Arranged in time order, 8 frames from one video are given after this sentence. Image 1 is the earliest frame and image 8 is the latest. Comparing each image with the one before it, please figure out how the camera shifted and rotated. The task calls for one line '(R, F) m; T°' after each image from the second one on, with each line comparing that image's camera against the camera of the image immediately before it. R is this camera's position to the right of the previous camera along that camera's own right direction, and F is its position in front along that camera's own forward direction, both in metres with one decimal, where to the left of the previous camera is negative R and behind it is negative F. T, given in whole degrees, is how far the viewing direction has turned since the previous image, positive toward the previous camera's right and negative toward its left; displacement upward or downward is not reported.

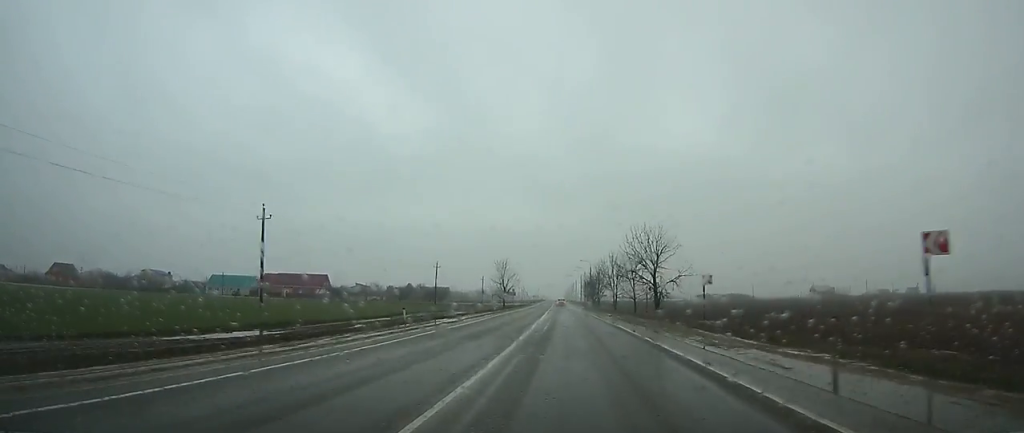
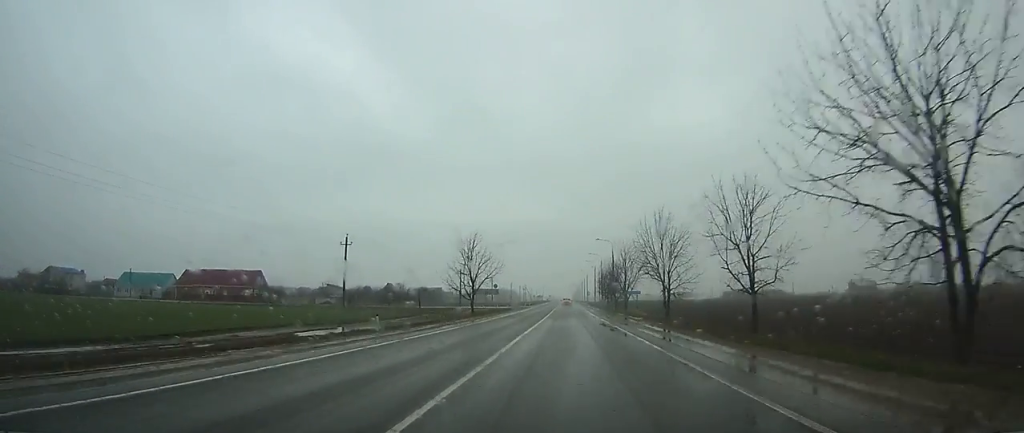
(-0.6, +48.8) m; -1°
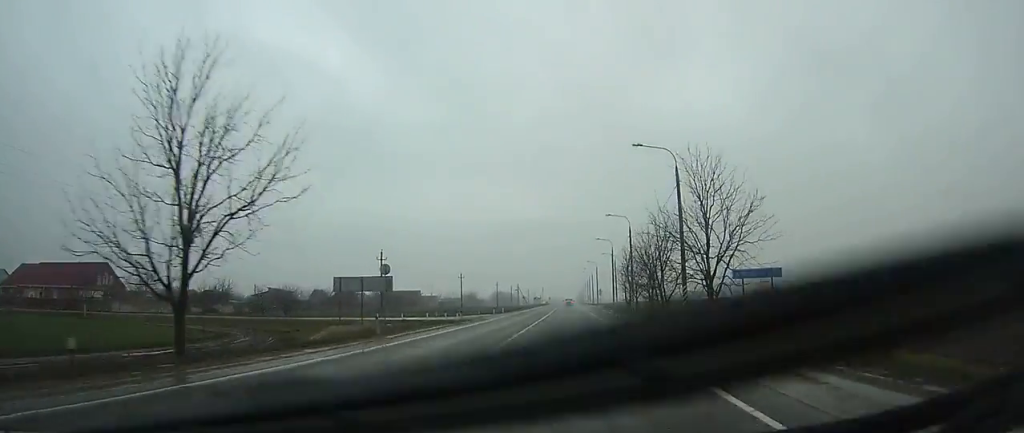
(-0.3, +55.8) m; 0°
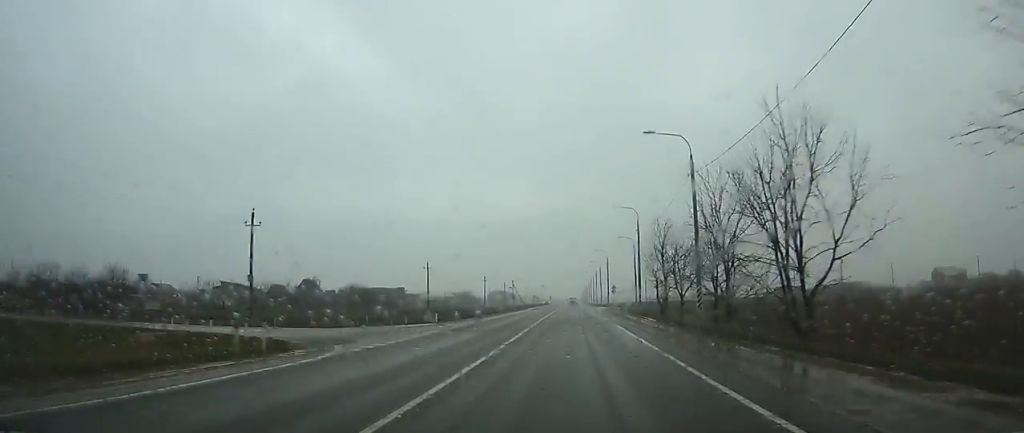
(-0.1, +32.1) m; 0°
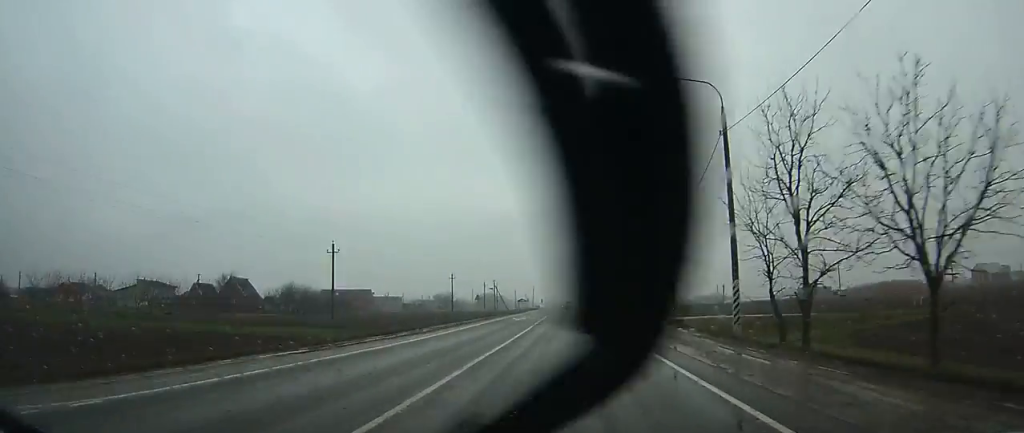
(+0.2, +37.2) m; 0°
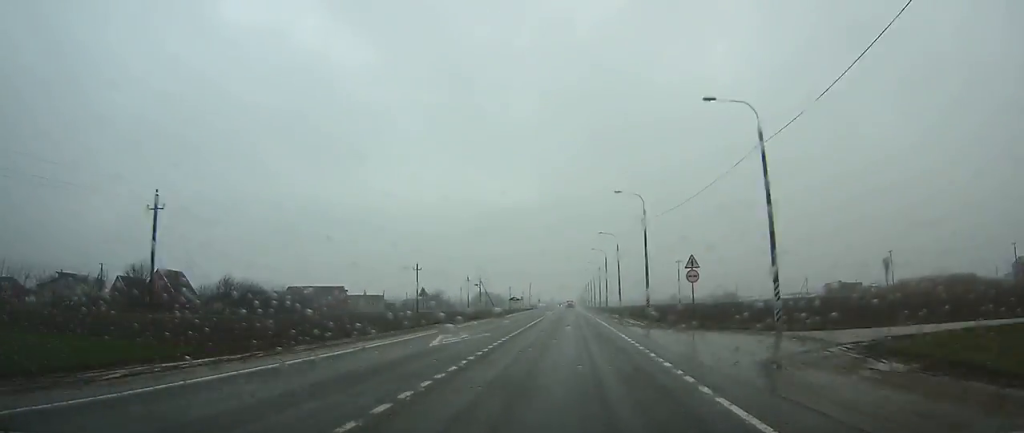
(0.0, +27.6) m; 0°
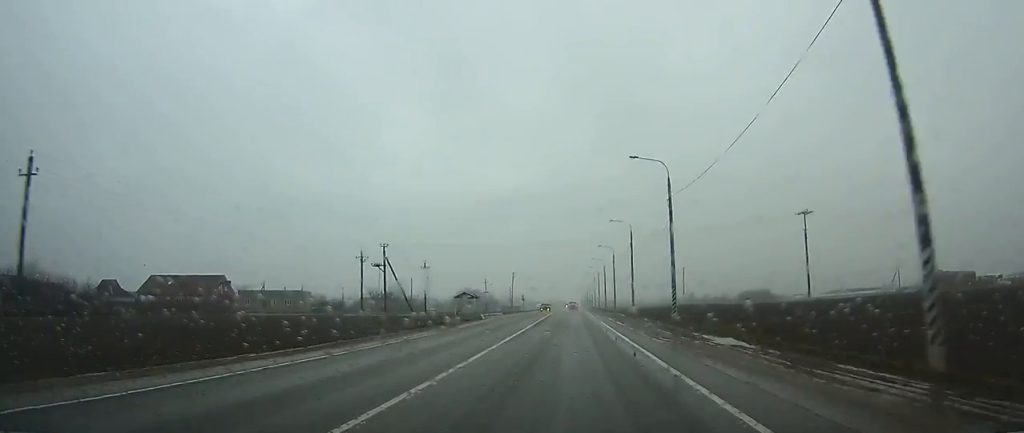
(-0.2, +69.9) m; 0°
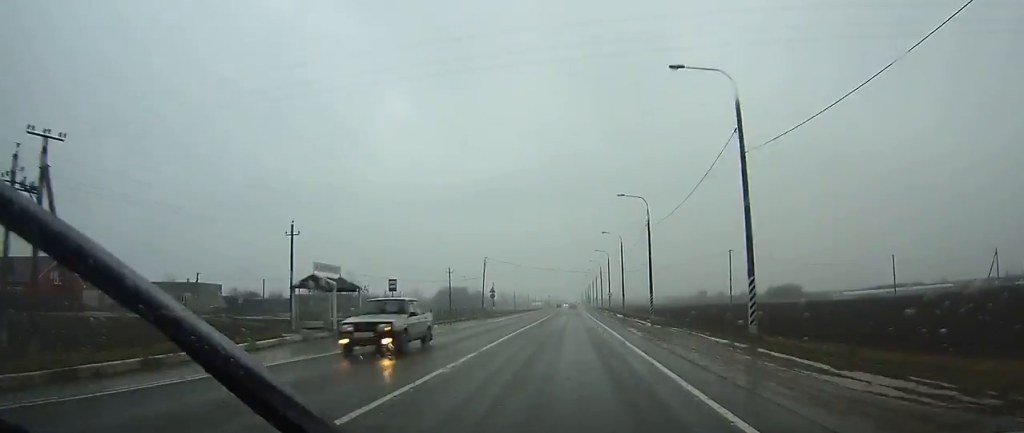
(-0.1, +45.7) m; 0°
